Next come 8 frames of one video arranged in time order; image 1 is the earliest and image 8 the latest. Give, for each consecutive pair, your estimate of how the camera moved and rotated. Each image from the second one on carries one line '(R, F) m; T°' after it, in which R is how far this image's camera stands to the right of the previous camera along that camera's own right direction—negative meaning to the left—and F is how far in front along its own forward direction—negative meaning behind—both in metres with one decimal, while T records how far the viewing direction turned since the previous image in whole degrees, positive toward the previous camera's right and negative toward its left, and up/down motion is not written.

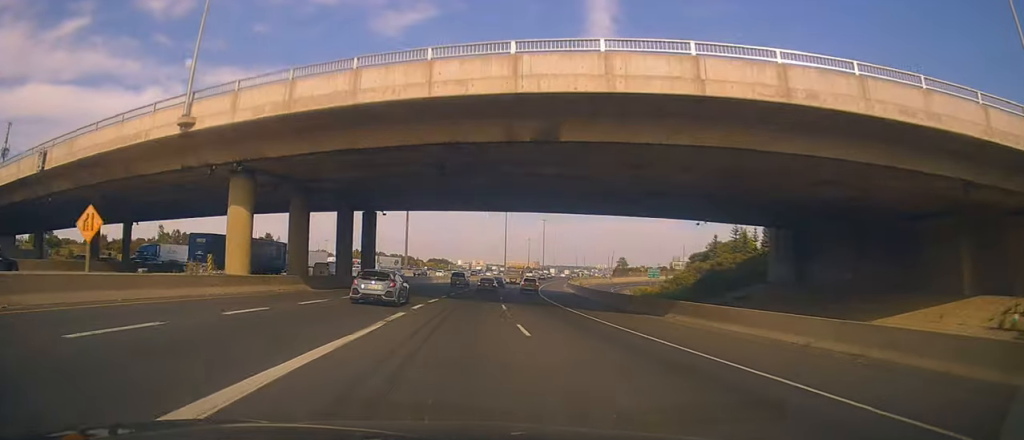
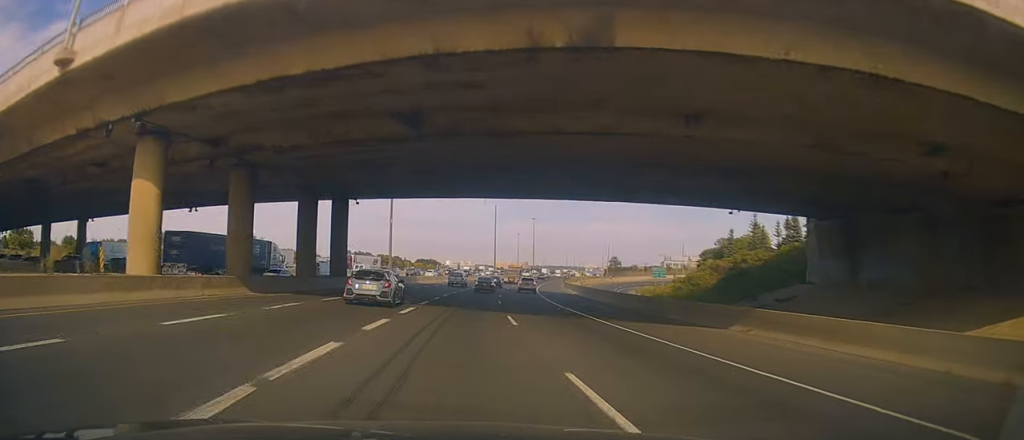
(0.0, +9.2) m; +1°
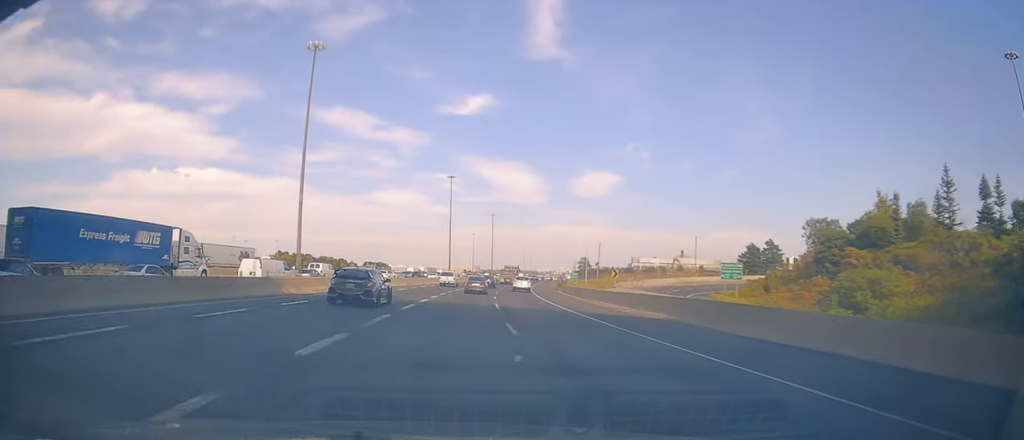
(+1.2, +41.4) m; +5°
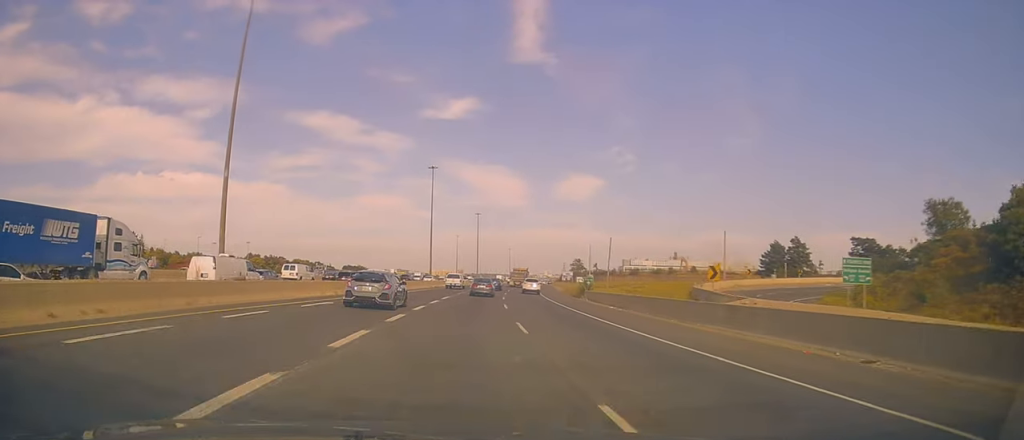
(+0.8, +23.4) m; +4°
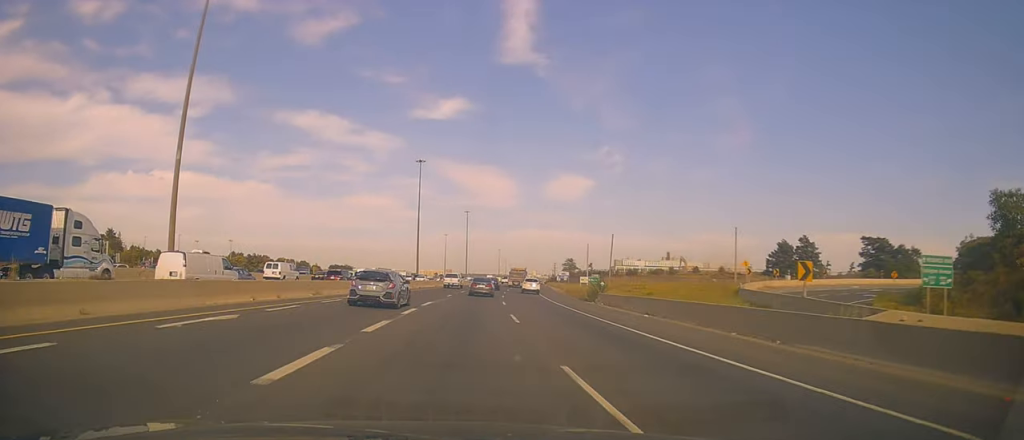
(+0.2, +9.6) m; +2°
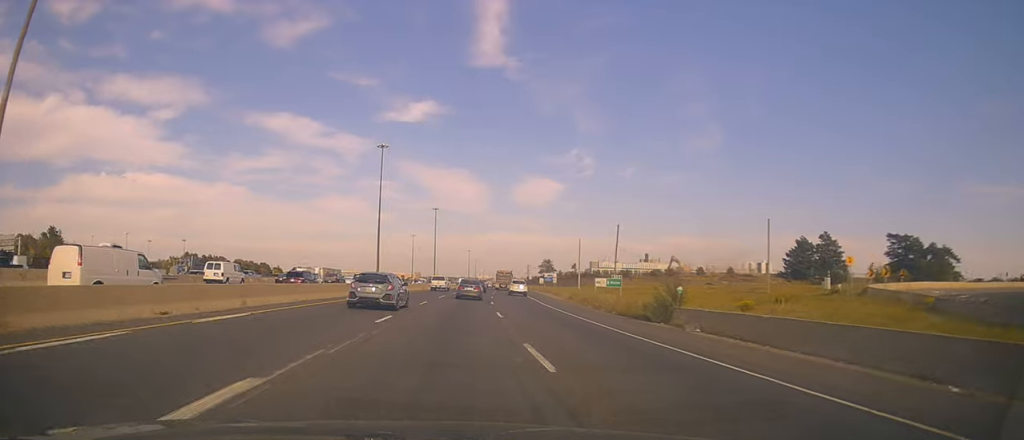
(+0.5, +22.4) m; +2°
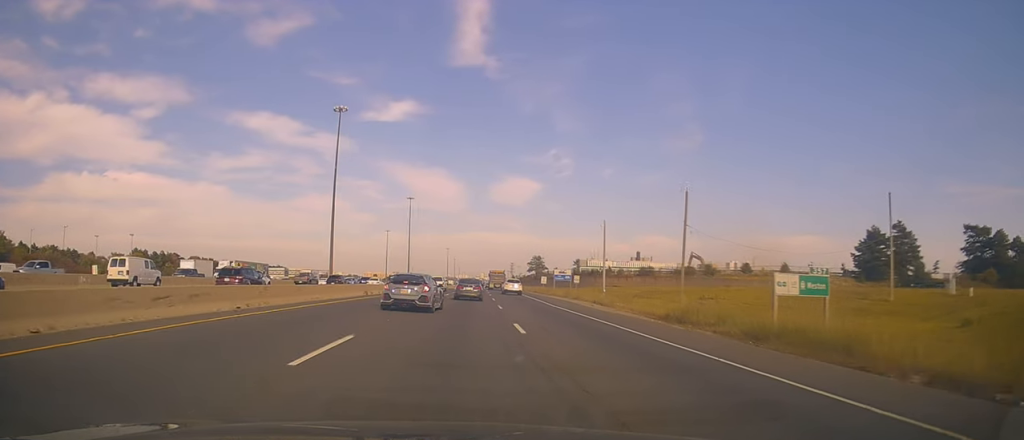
(+0.3, +32.1) m; +2°
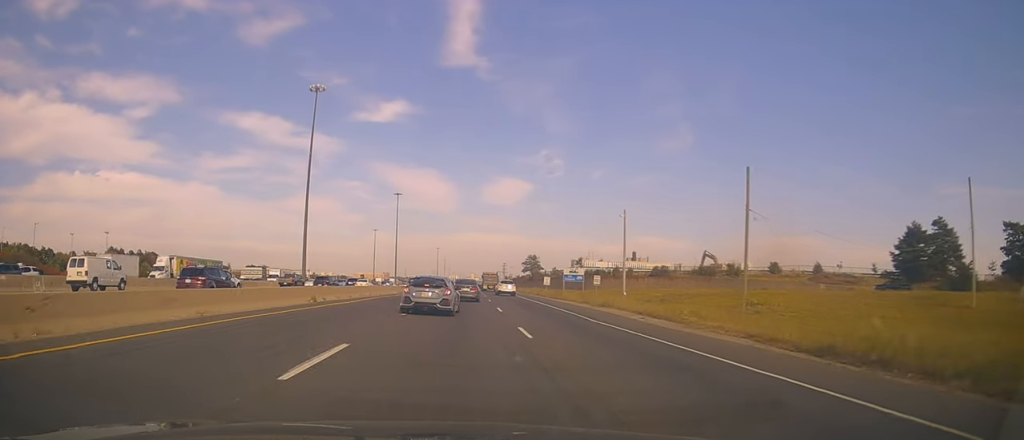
(+0.2, +14.0) m; +2°
